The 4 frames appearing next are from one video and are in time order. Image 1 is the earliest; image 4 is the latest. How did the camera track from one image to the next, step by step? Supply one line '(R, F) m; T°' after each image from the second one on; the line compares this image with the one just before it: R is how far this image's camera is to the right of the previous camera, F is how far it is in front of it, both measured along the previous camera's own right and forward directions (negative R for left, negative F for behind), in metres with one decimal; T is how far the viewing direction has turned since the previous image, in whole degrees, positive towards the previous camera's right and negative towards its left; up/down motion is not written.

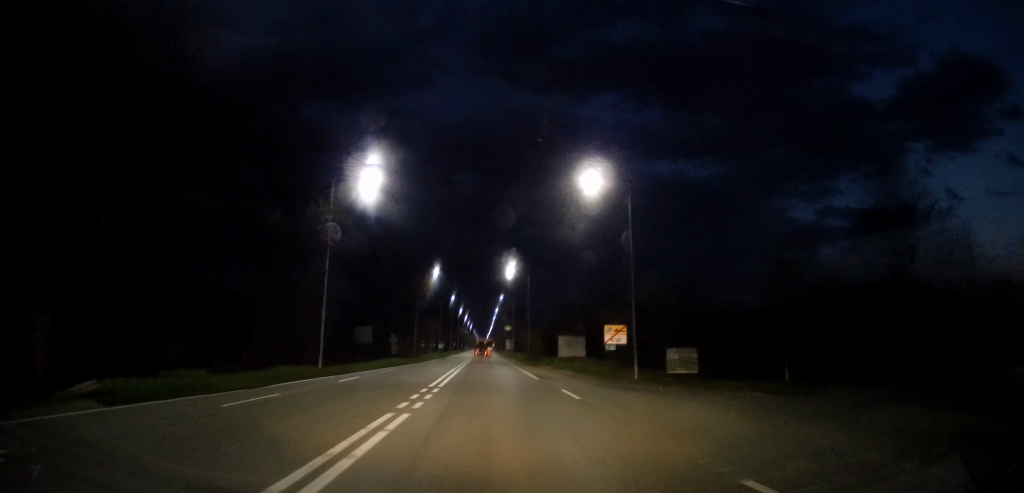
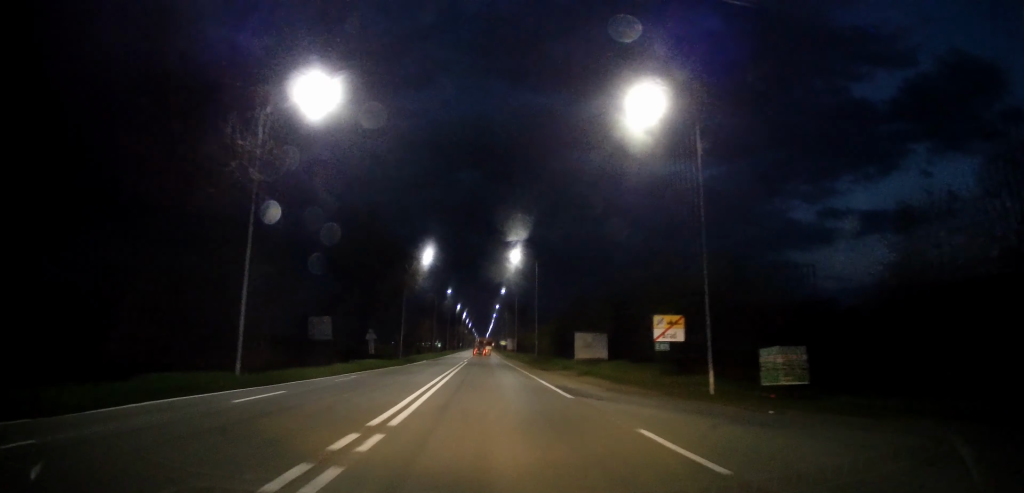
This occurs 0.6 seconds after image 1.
(-0.3, +8.6) m; +1°
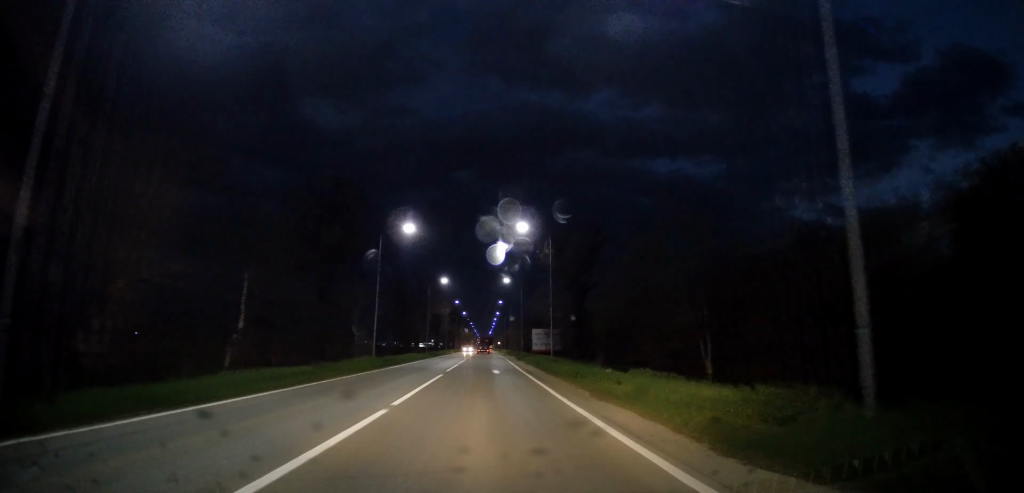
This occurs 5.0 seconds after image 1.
(0.0, +71.1) m; 0°
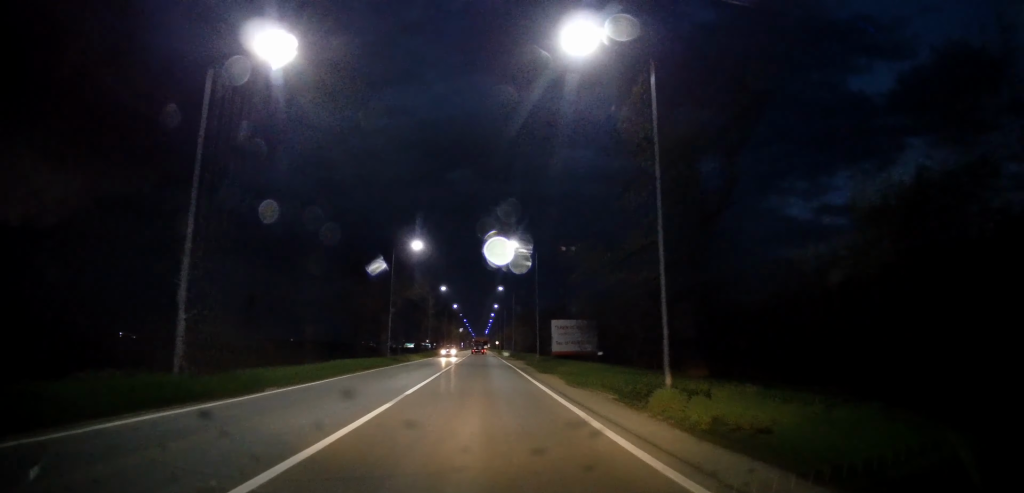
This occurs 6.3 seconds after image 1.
(+0.1, +23.5) m; 0°
